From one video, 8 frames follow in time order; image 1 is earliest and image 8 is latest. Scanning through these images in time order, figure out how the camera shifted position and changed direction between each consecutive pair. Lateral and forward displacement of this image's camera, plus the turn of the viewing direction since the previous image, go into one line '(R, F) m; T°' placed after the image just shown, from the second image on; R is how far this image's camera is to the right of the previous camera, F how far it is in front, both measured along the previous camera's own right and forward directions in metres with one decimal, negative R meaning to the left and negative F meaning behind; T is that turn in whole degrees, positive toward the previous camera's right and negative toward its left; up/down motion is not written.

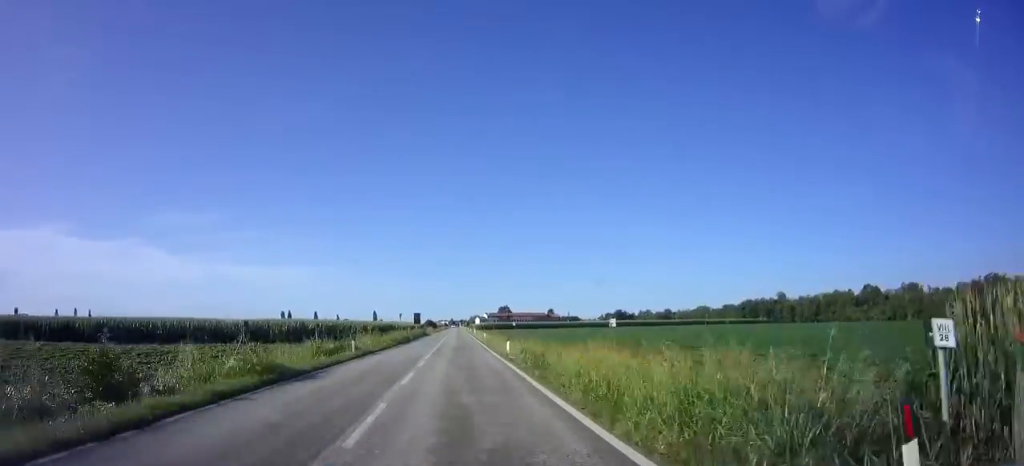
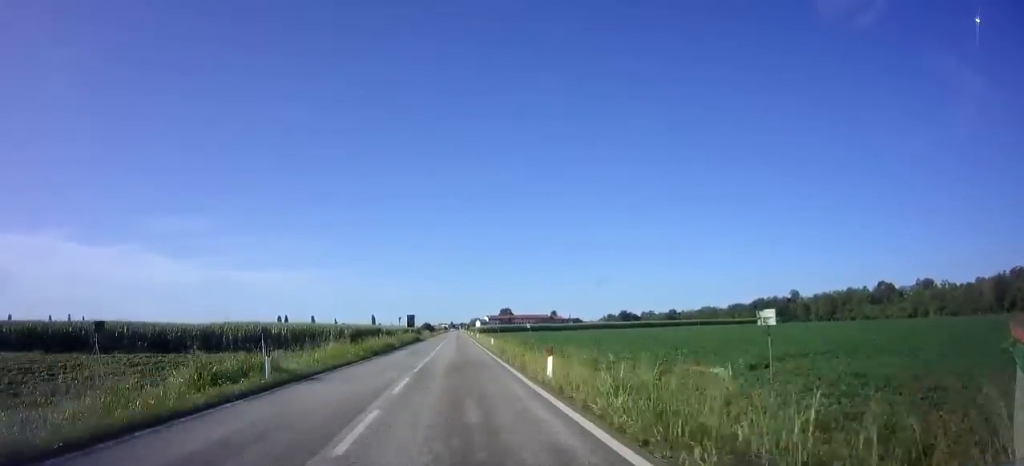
(-0.1, +12.3) m; 0°
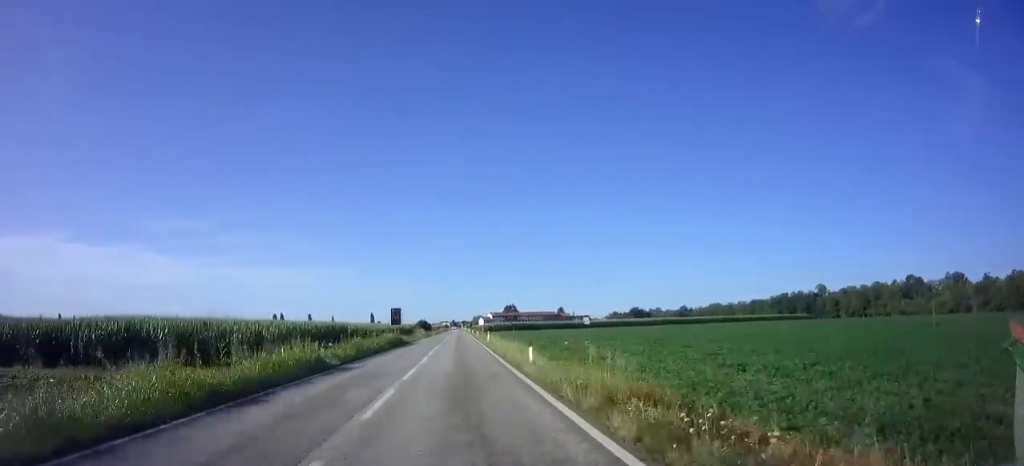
(-0.1, +21.0) m; 0°
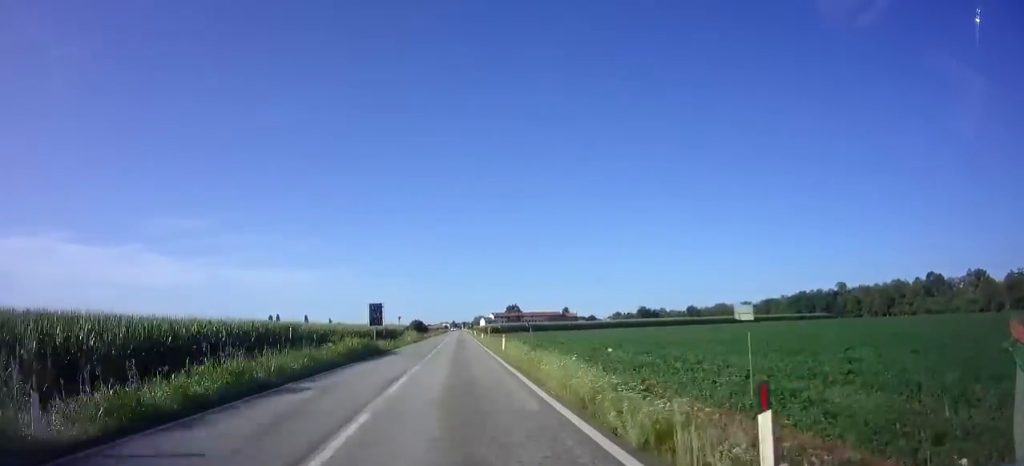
(0.0, +14.8) m; 0°
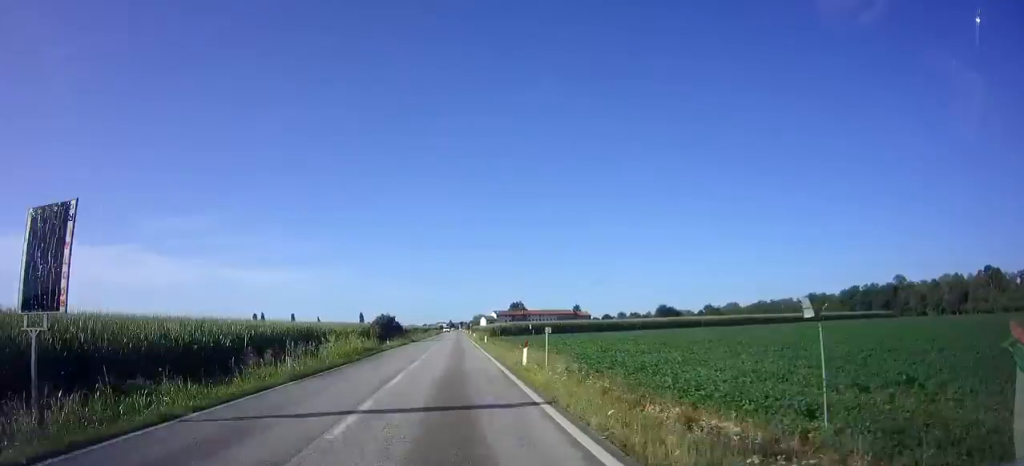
(0.0, +38.9) m; 0°
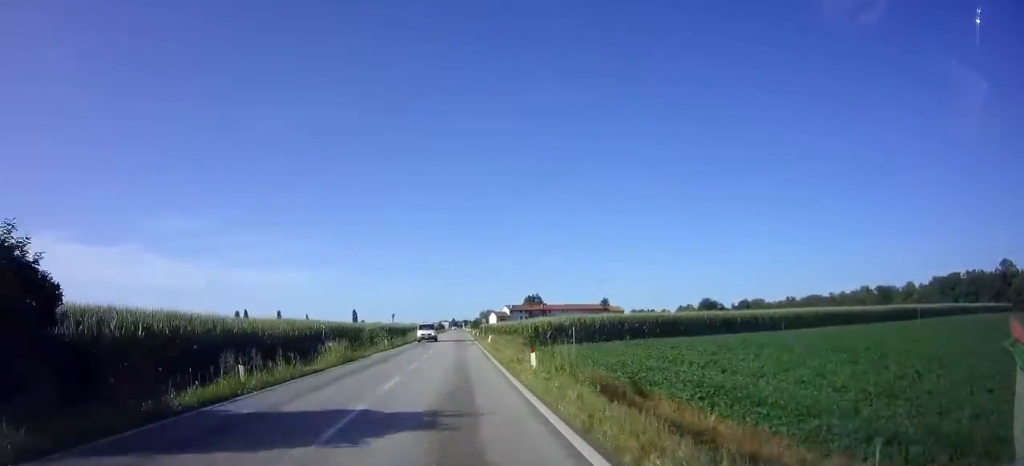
(0.0, +53.3) m; 0°
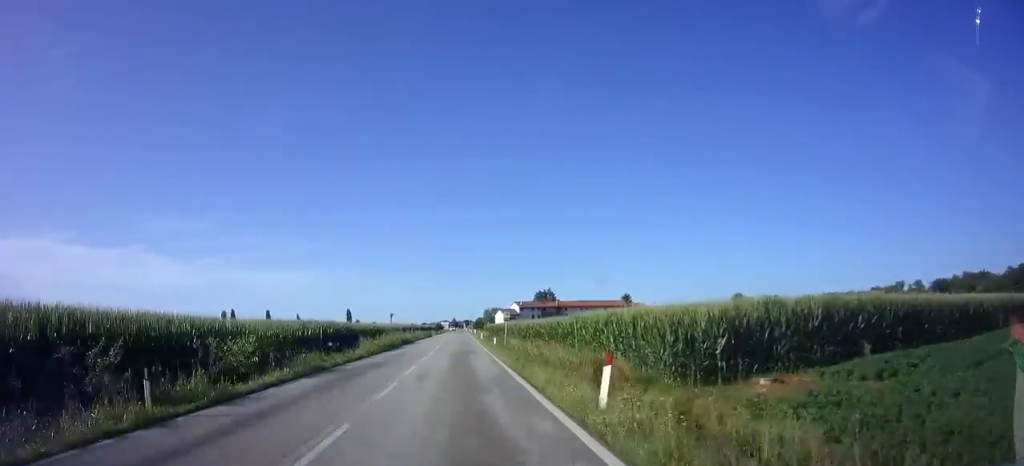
(-0.1, +31.0) m; 0°
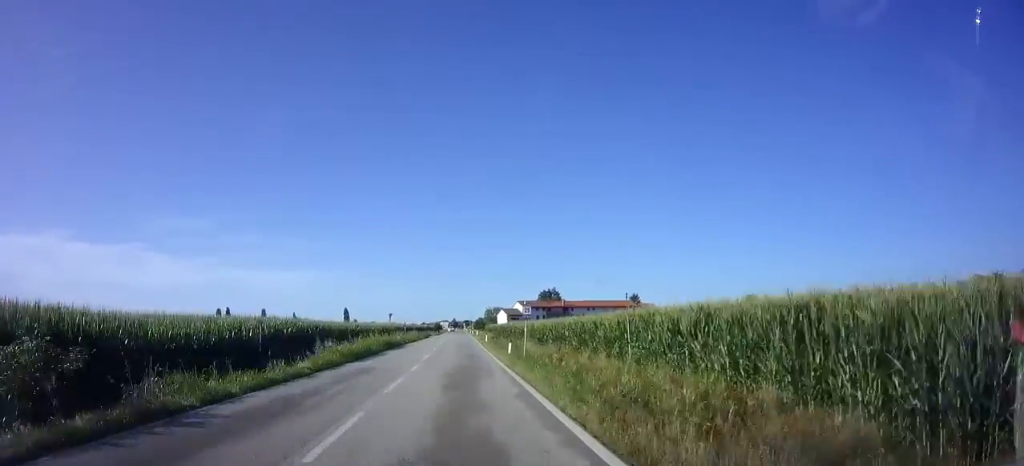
(0.0, +11.3) m; 0°
